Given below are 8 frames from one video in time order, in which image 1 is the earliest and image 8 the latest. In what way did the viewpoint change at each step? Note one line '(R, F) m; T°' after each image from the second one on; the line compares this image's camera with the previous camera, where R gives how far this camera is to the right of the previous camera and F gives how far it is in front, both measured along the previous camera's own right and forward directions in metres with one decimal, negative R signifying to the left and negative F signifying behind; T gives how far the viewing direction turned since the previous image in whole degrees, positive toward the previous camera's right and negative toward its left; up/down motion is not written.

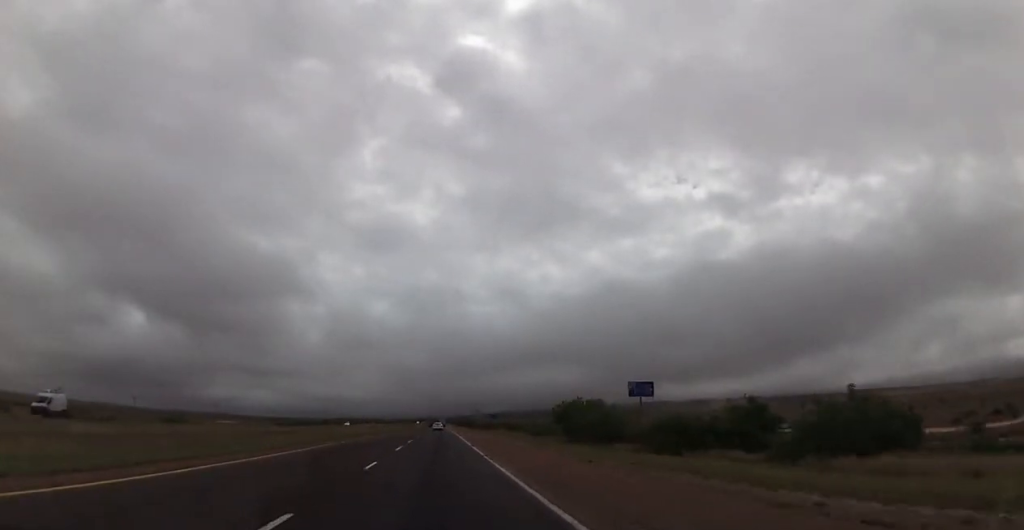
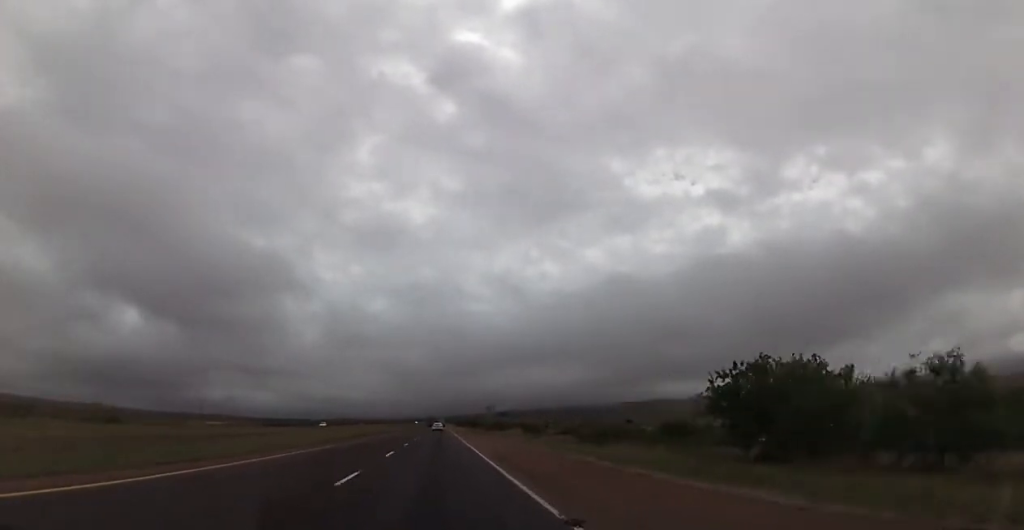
(-0.4, +30.1) m; 0°
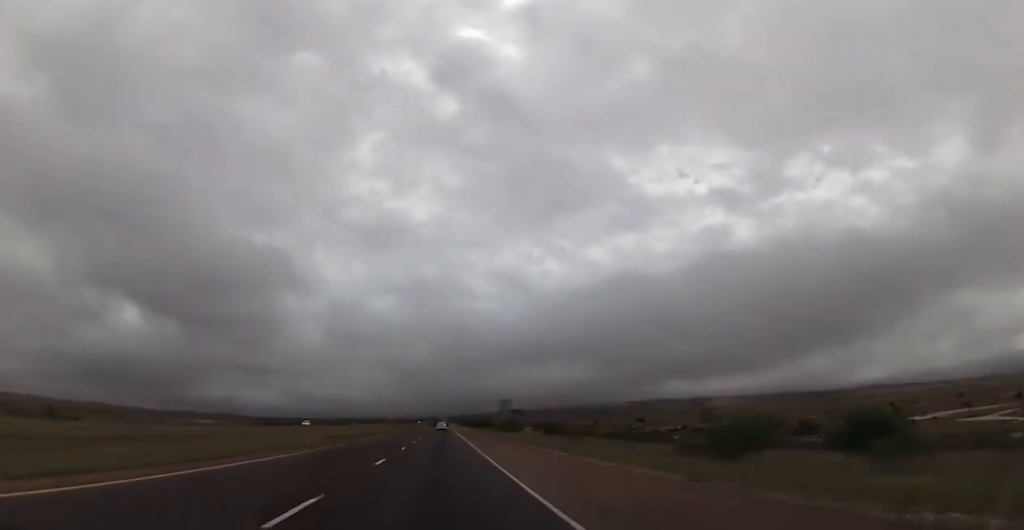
(-0.2, +18.1) m; 0°
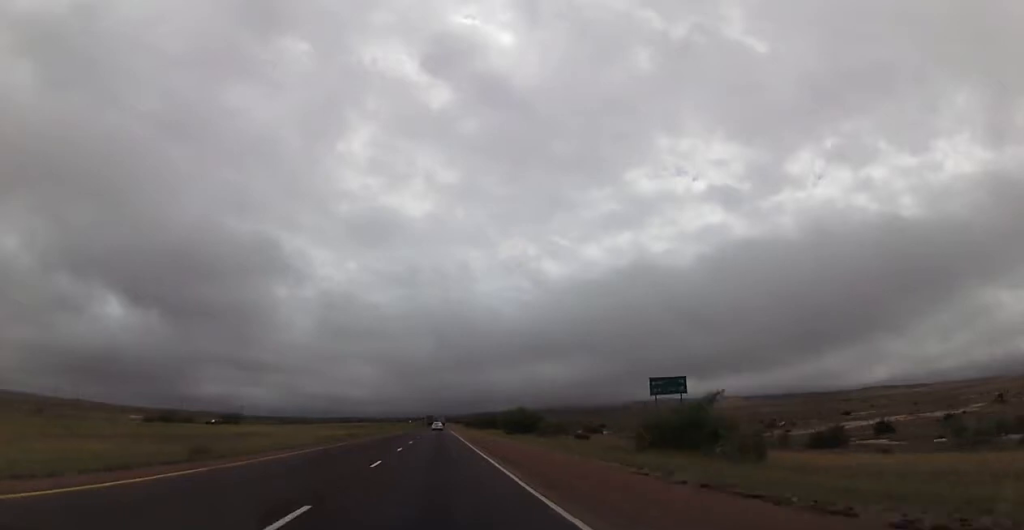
(+1.3, +86.9) m; +1°
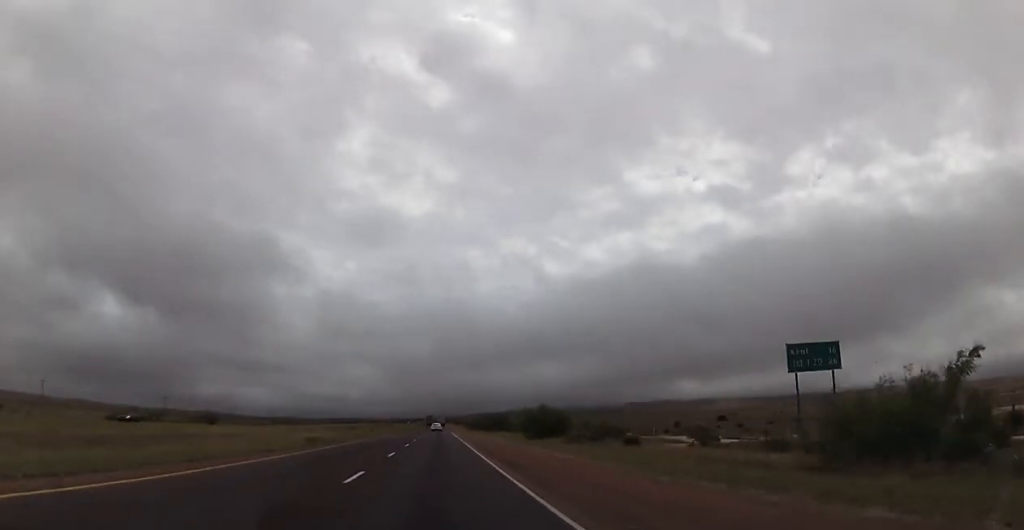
(0.0, +16.9) m; 0°
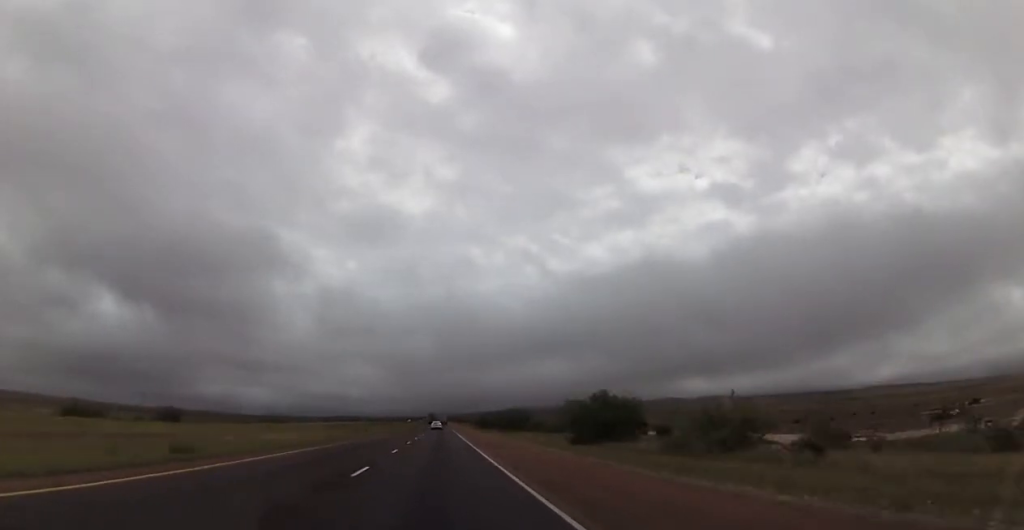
(0.0, +22.9) m; -1°
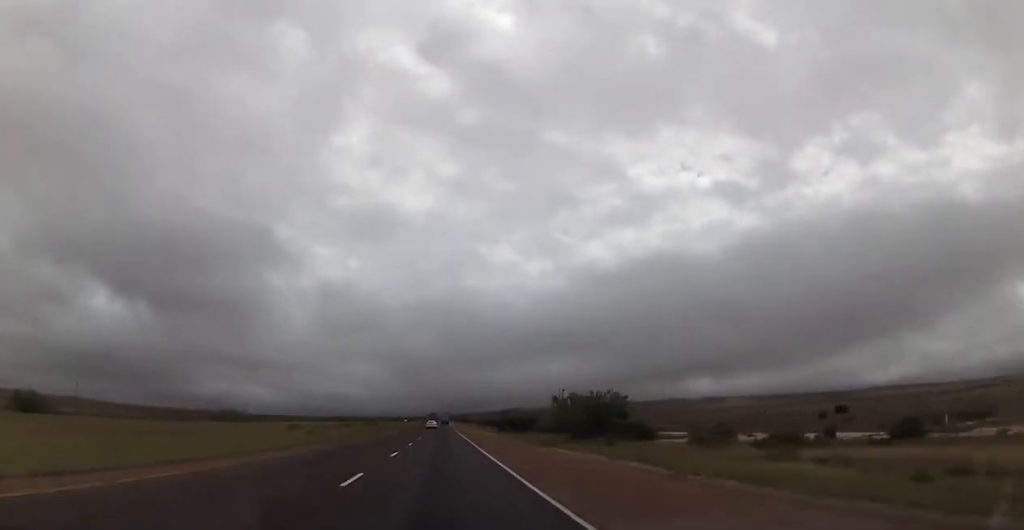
(-0.5, +50.7) m; 0°
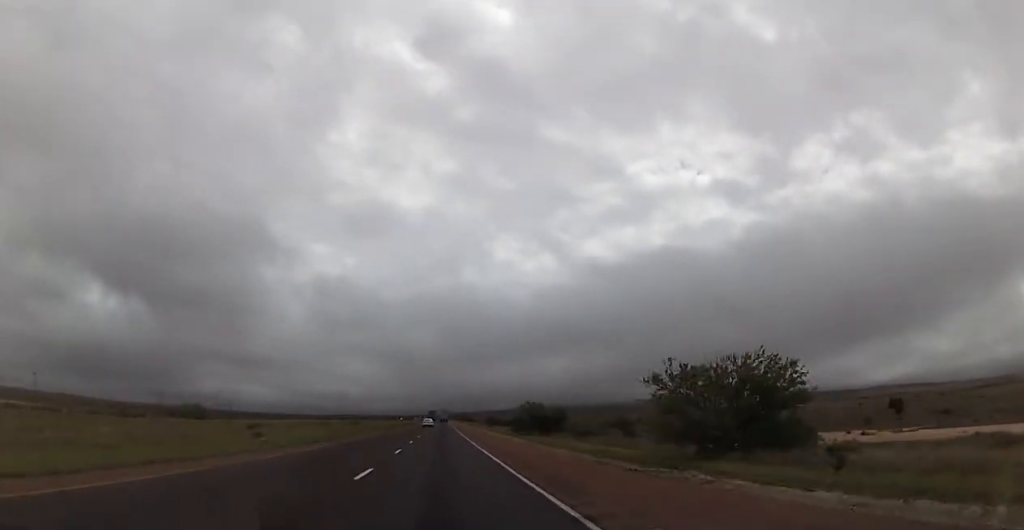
(+0.3, +22.9) m; 0°
